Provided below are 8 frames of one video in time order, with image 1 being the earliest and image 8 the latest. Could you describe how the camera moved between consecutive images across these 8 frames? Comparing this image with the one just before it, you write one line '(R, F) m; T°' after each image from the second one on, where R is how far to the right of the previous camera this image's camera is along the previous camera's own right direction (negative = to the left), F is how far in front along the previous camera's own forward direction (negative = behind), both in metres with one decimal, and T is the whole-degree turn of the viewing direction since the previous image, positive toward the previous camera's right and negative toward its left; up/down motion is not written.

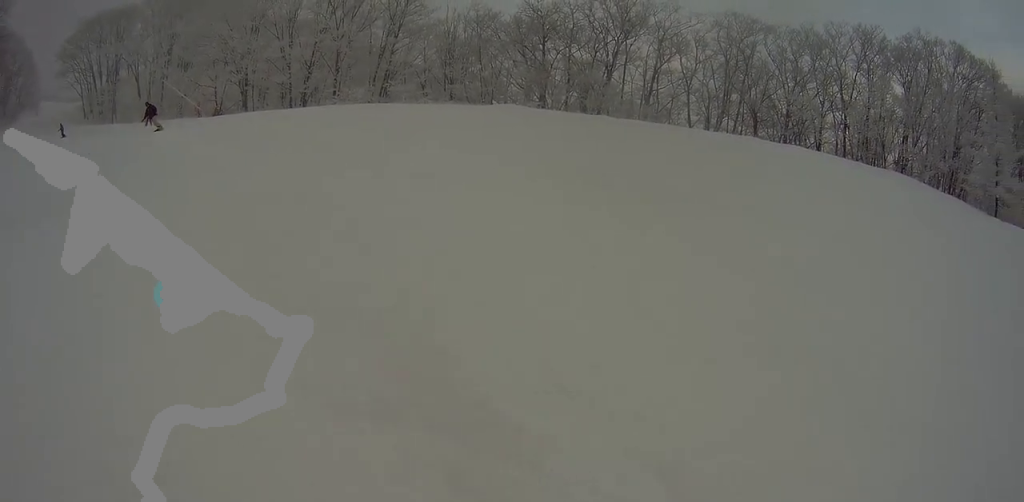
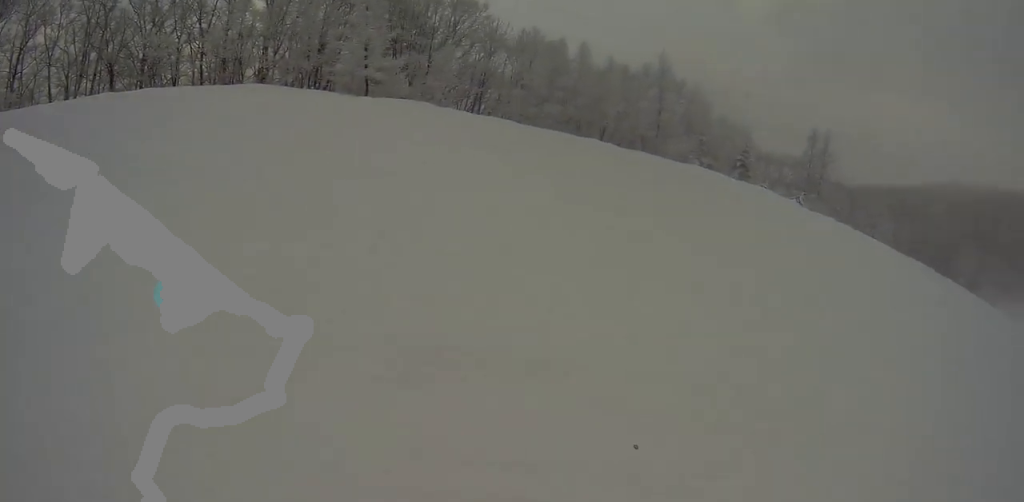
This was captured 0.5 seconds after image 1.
(+0.2, +1.1) m; +8°
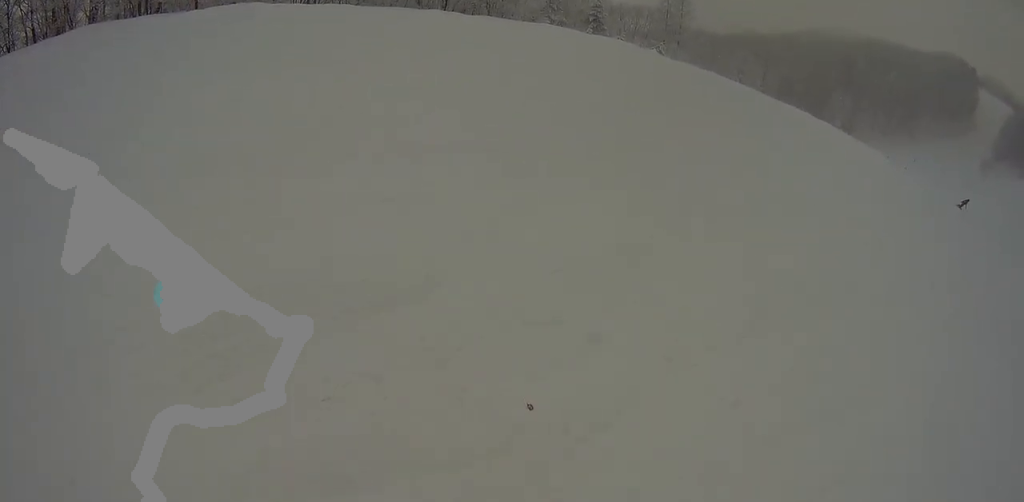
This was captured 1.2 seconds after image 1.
(+0.1, +2.0) m; +4°
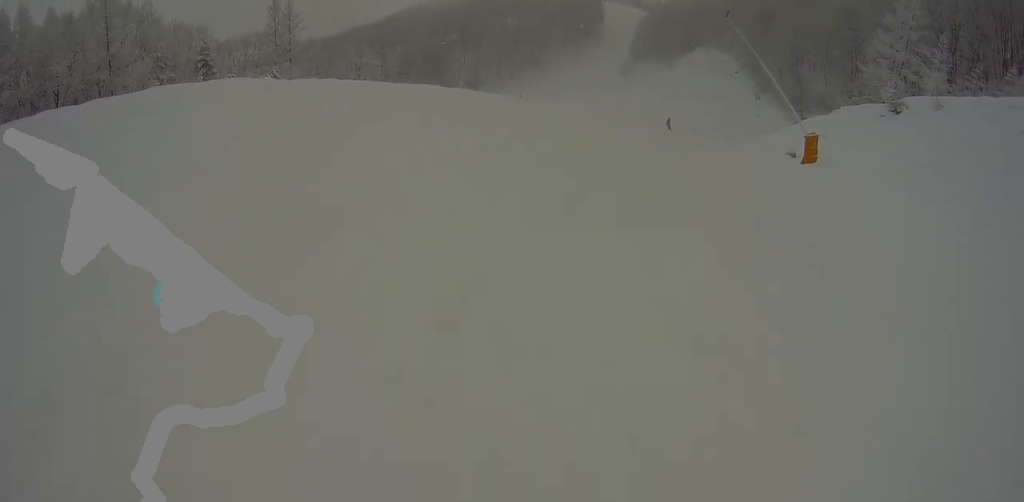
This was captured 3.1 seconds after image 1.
(0.0, +6.7) m; +1°
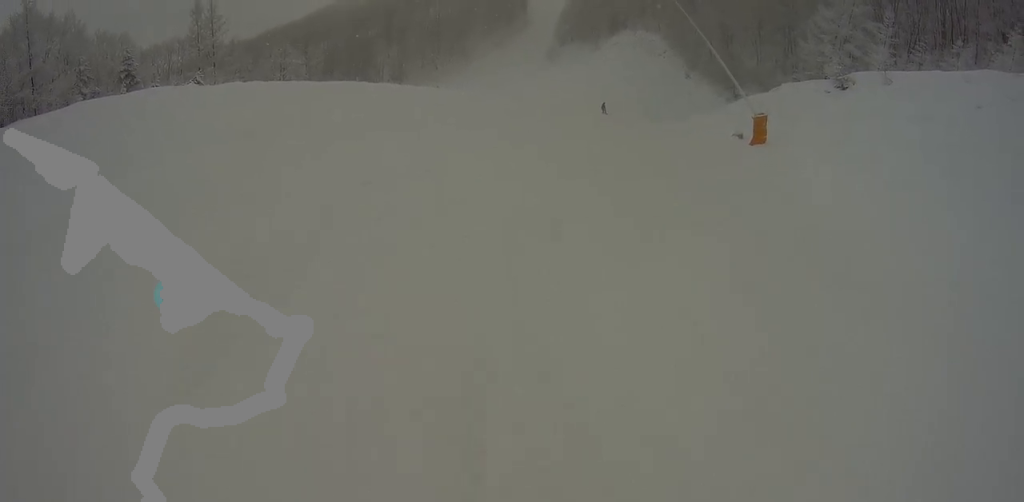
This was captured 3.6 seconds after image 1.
(0.0, +2.5) m; +1°
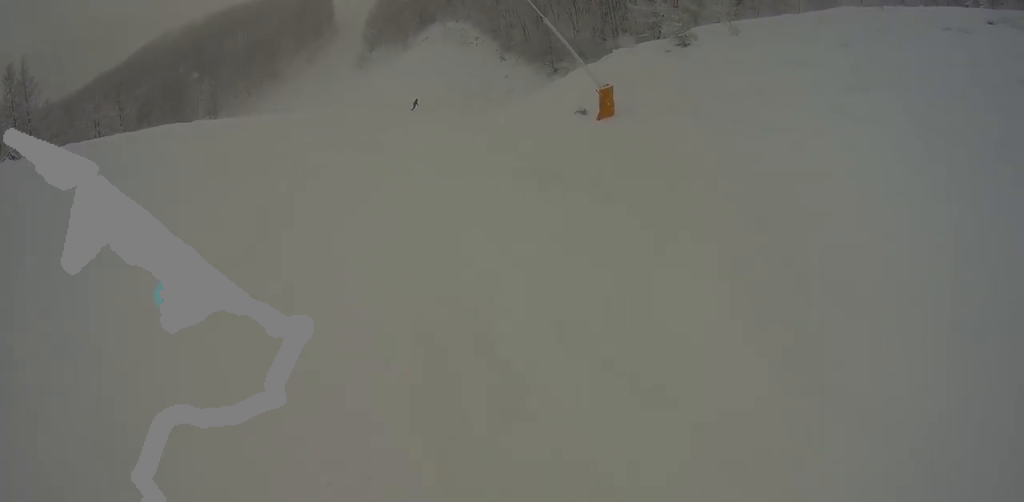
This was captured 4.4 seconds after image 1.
(+0.1, +4.7) m; +8°
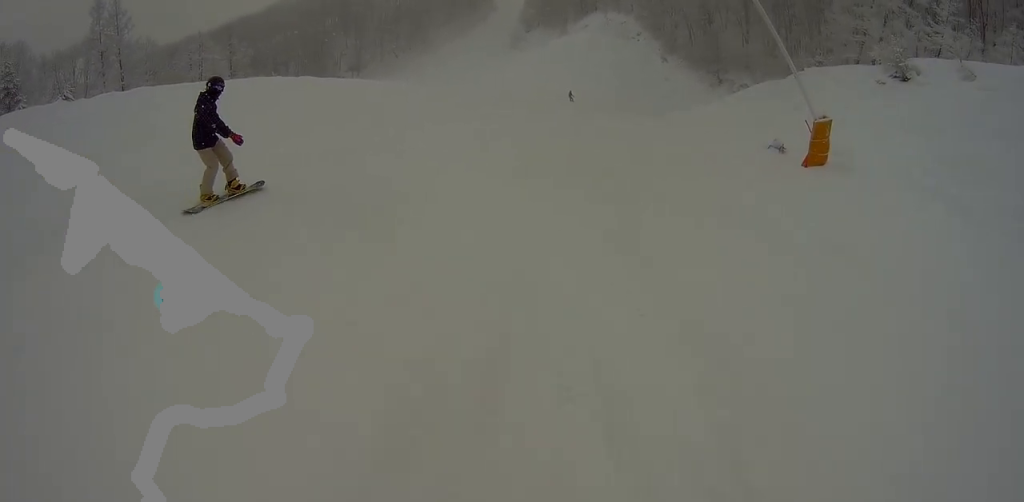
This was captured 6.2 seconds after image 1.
(+1.5, +12.5) m; +2°
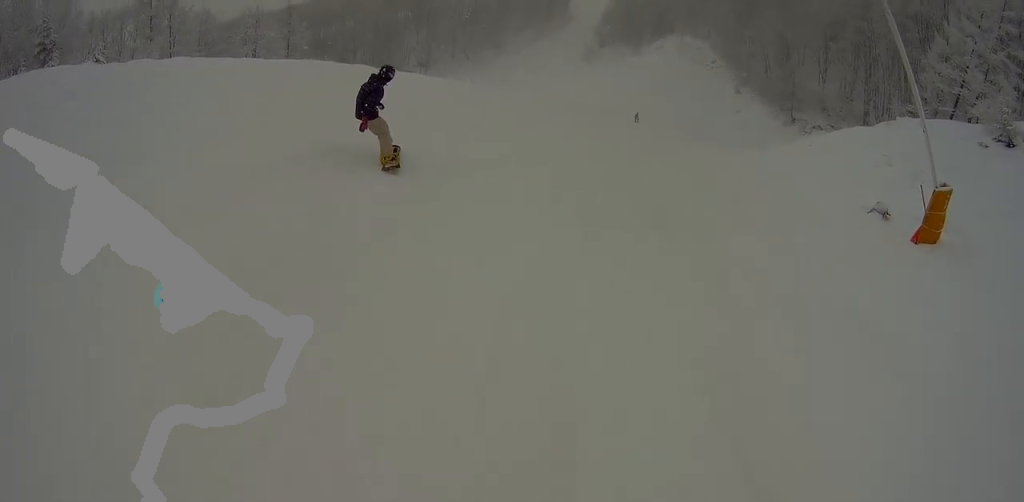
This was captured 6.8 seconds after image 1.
(0.0, +4.3) m; -5°
